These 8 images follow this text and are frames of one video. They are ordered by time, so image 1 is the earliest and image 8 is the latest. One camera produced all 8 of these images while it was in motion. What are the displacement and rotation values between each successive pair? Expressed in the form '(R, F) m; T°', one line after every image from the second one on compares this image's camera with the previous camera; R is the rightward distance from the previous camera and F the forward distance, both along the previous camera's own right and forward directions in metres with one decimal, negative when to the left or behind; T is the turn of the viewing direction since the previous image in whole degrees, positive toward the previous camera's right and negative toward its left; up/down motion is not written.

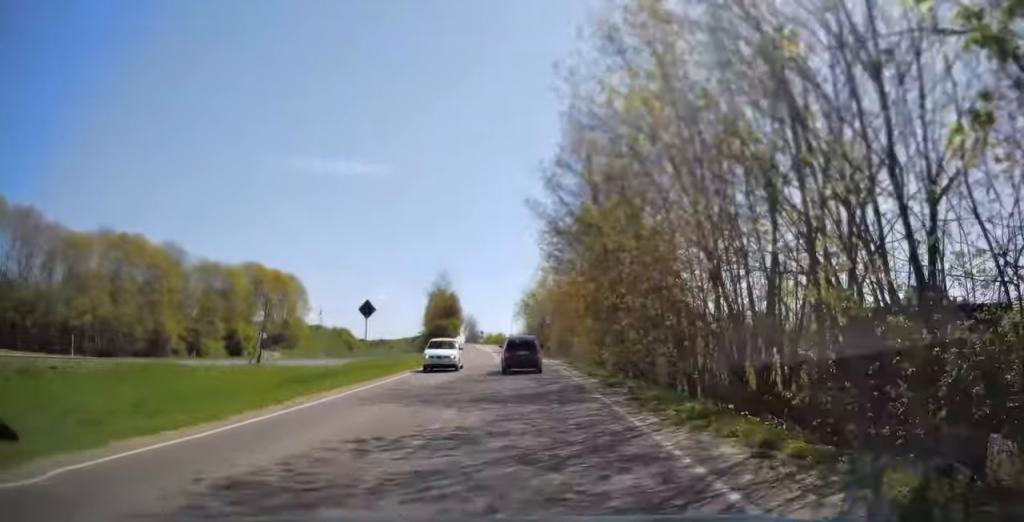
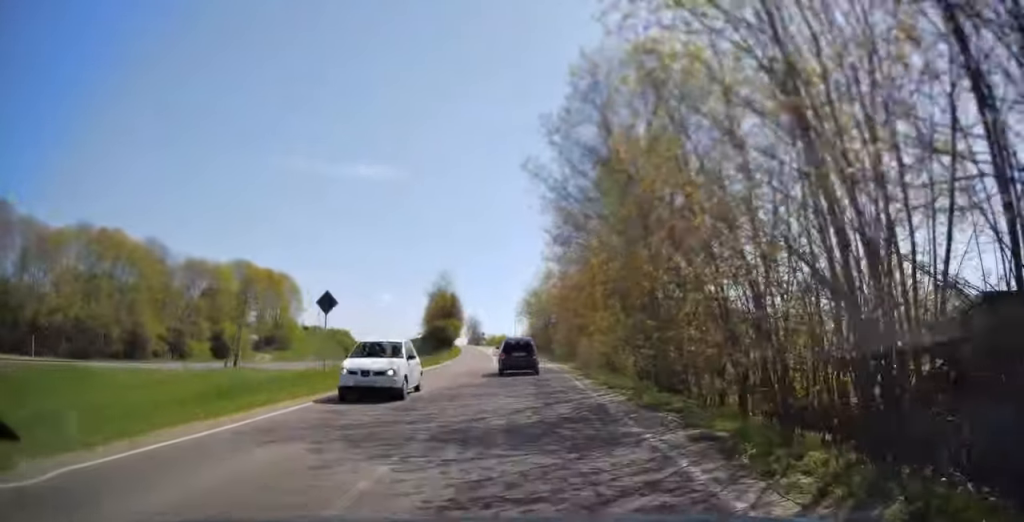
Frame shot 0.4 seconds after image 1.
(0.0, +5.3) m; 0°
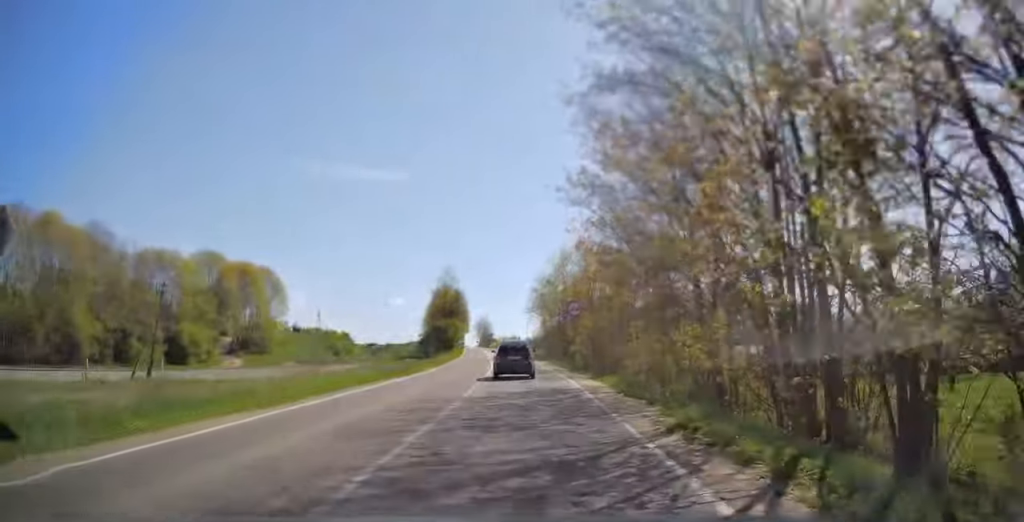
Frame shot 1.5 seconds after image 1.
(-0.2, +14.2) m; -1°
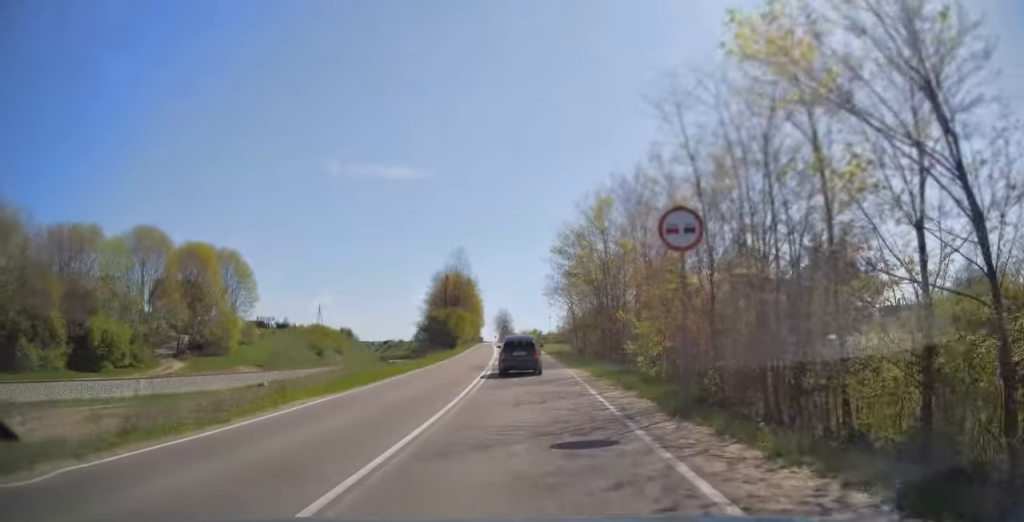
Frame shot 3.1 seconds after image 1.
(-0.3, +20.8) m; -2°
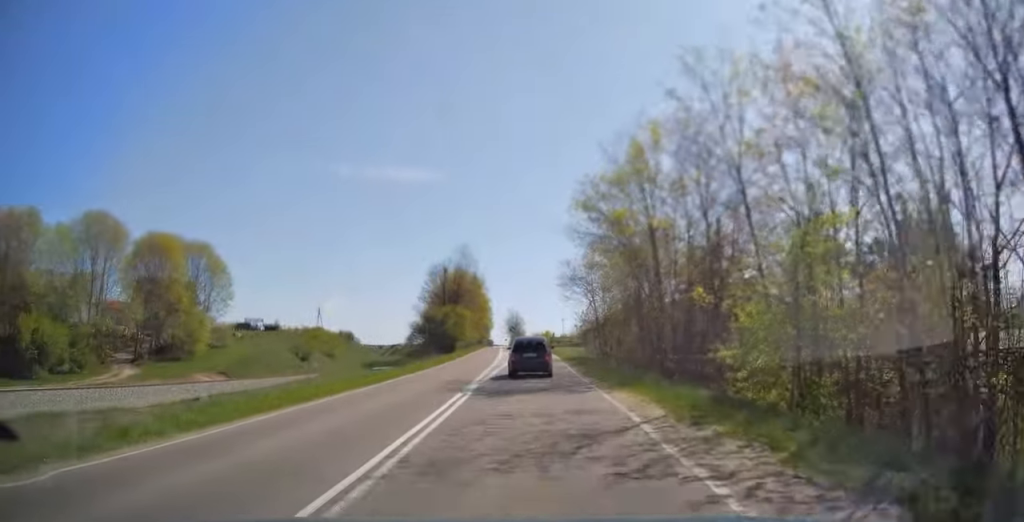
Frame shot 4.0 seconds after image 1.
(-0.1, +11.5) m; -1°
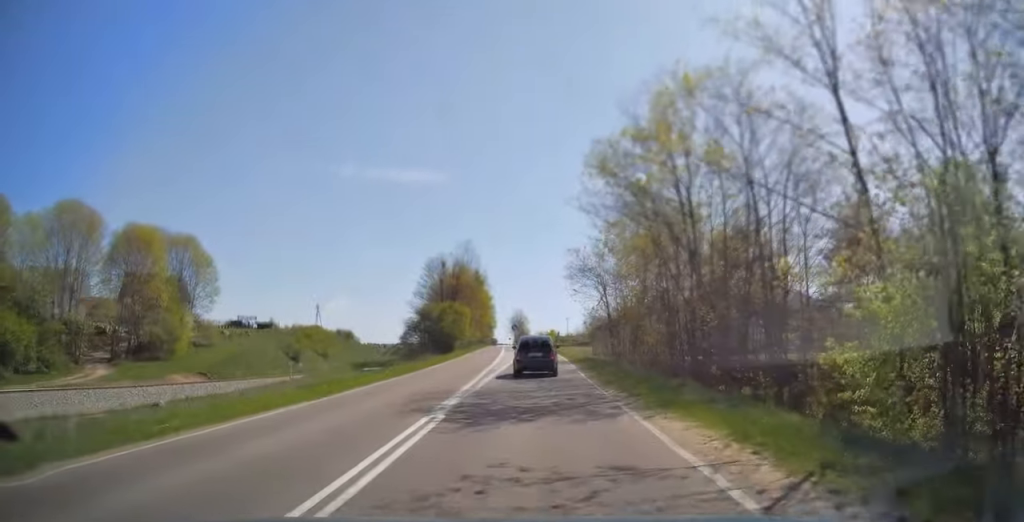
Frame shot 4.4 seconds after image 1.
(0.0, +5.1) m; 0°
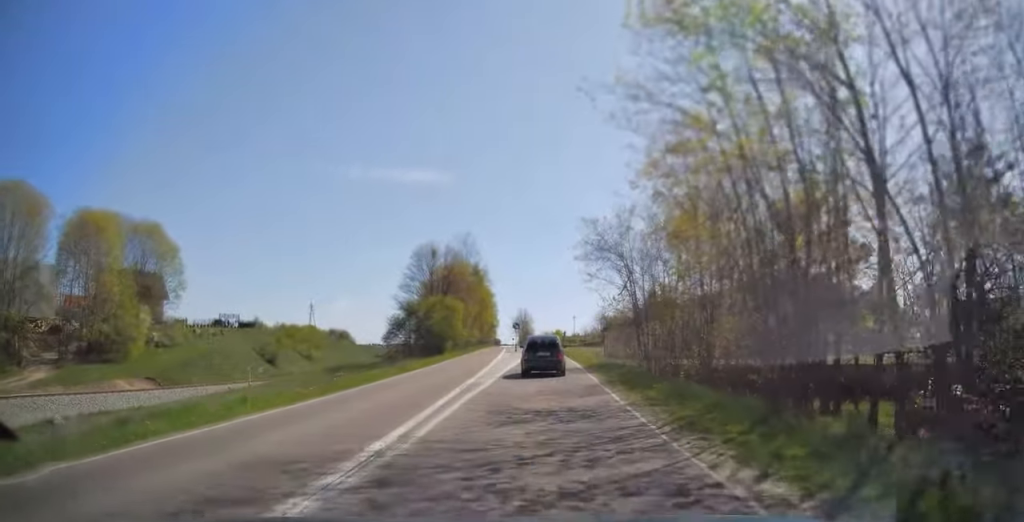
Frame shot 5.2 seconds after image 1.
(-0.1, +9.3) m; 0°
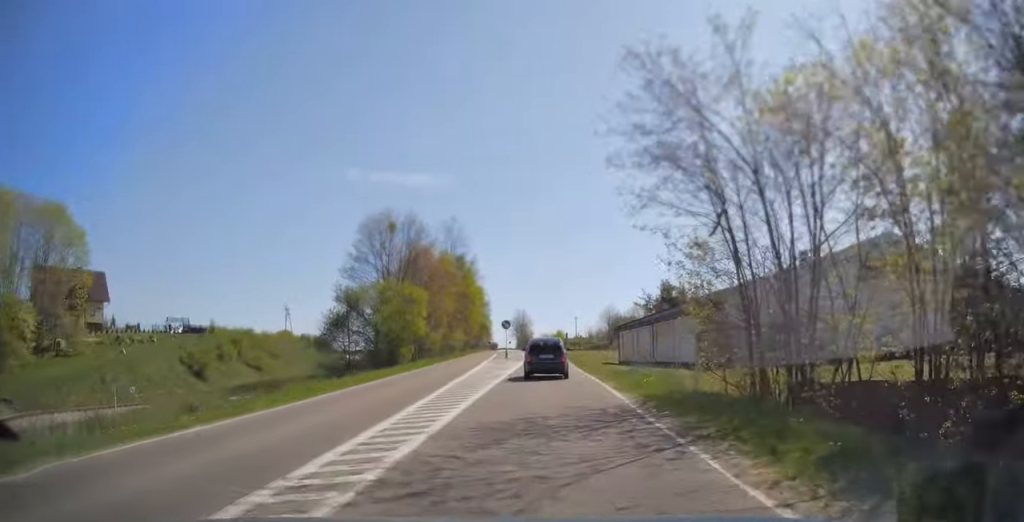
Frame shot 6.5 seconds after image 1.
(0.0, +16.9) m; 0°
